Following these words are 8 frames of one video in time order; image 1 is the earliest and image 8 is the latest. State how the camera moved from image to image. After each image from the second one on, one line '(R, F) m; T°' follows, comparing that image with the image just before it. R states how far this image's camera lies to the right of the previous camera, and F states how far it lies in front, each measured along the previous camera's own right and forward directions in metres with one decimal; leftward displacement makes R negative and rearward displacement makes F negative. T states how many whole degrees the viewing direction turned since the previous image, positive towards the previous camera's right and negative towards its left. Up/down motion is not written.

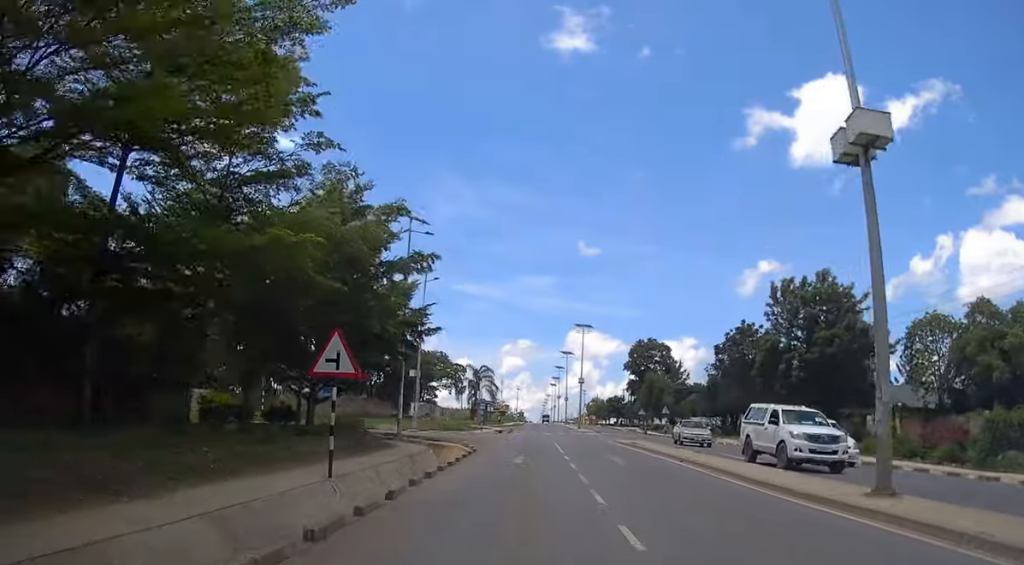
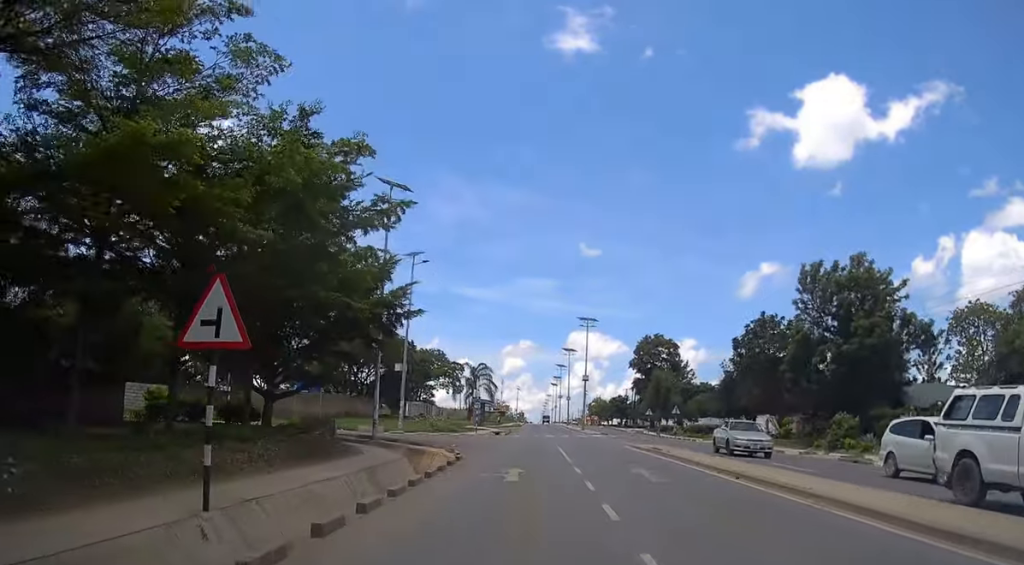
(0.0, +5.9) m; 0°
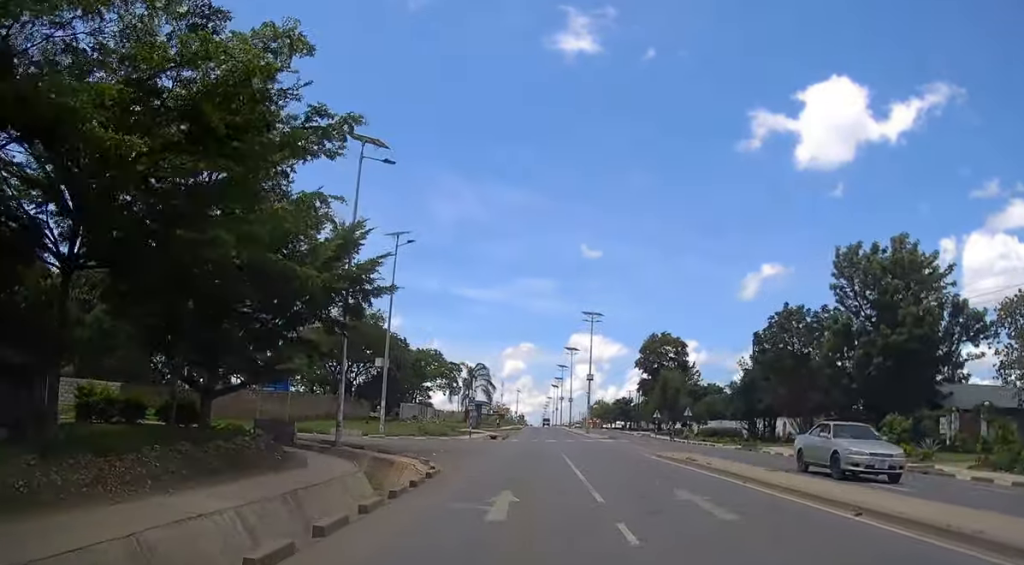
(0.0, +5.9) m; 0°
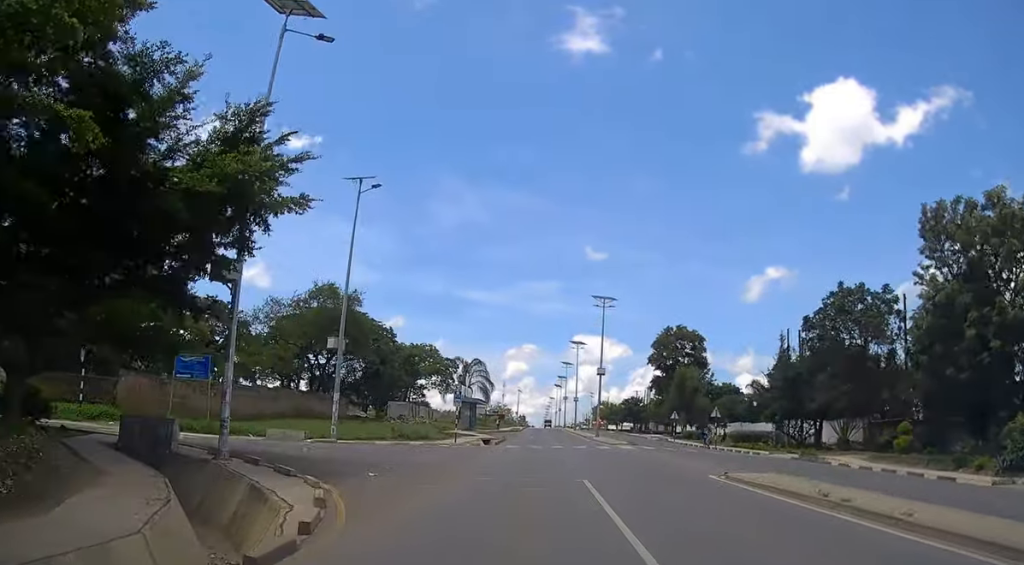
(-0.1, +10.0) m; 0°
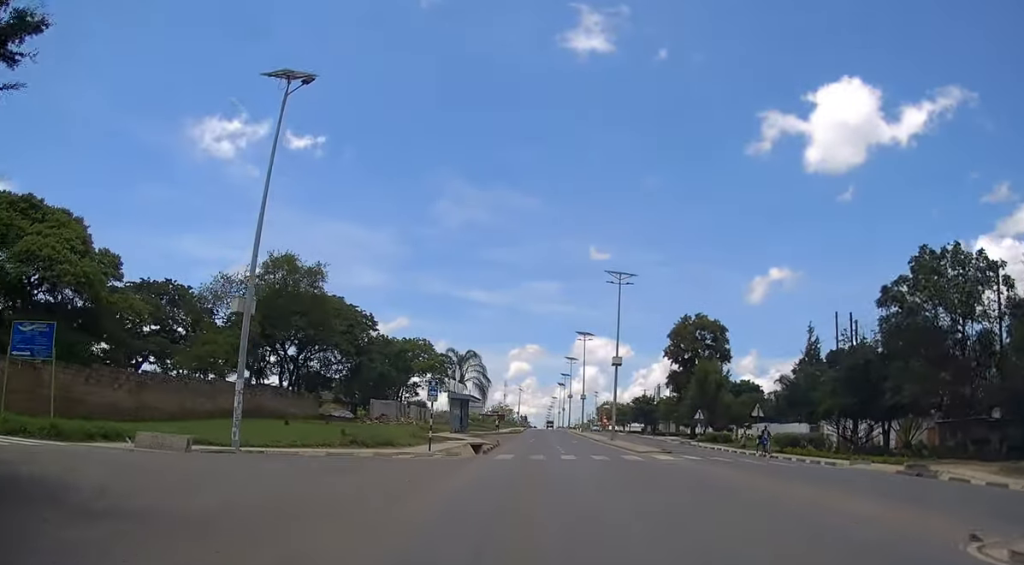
(+0.2, +10.6) m; 0°
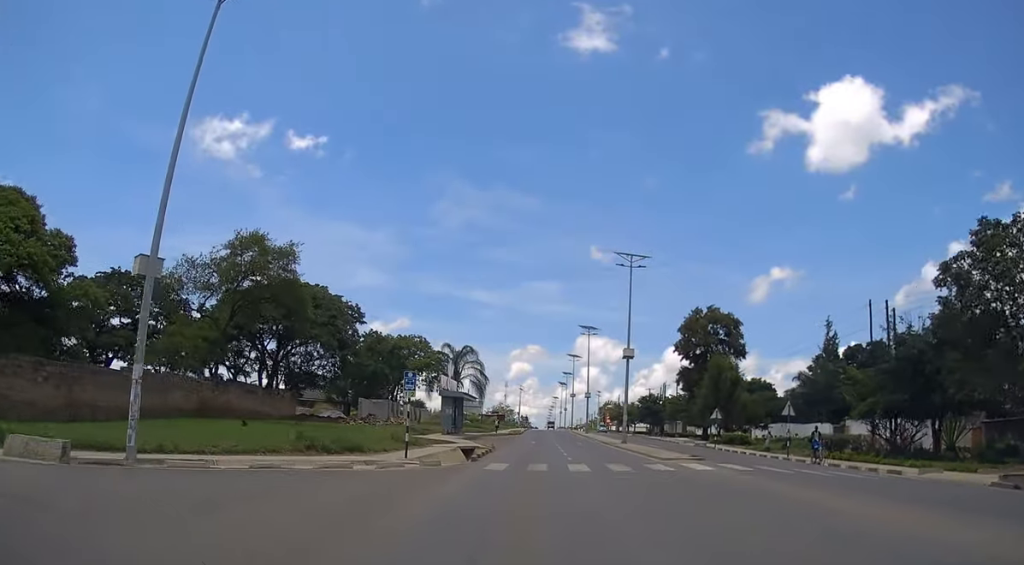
(0.0, +5.8) m; 0°
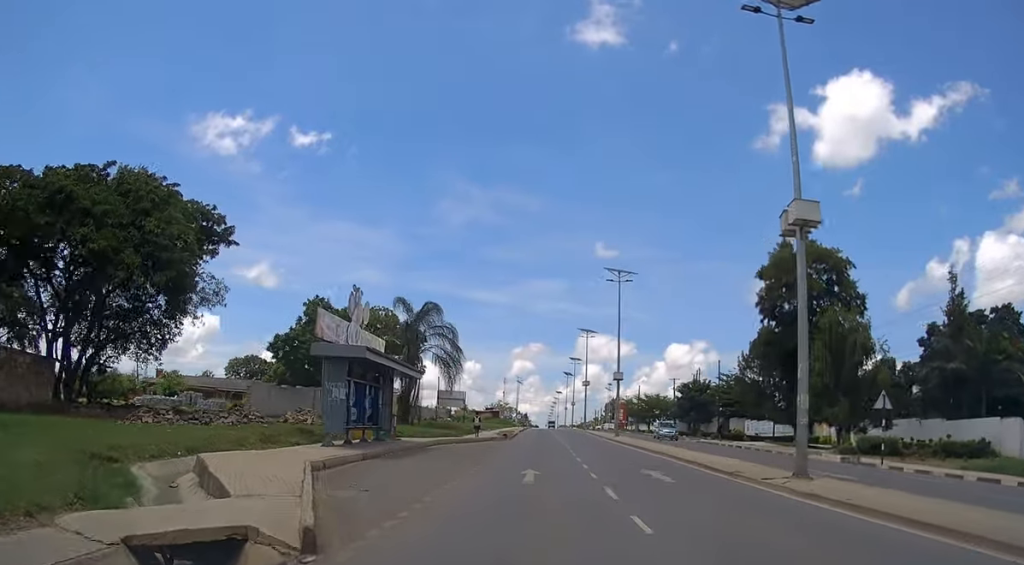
(-0.3, +29.7) m; 0°
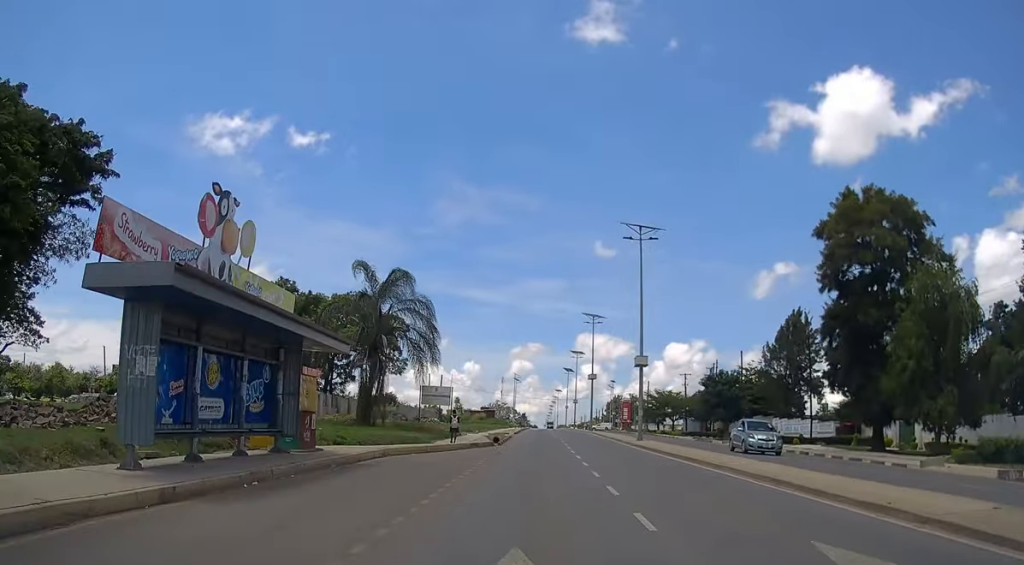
(+0.1, +12.0) m; 0°
